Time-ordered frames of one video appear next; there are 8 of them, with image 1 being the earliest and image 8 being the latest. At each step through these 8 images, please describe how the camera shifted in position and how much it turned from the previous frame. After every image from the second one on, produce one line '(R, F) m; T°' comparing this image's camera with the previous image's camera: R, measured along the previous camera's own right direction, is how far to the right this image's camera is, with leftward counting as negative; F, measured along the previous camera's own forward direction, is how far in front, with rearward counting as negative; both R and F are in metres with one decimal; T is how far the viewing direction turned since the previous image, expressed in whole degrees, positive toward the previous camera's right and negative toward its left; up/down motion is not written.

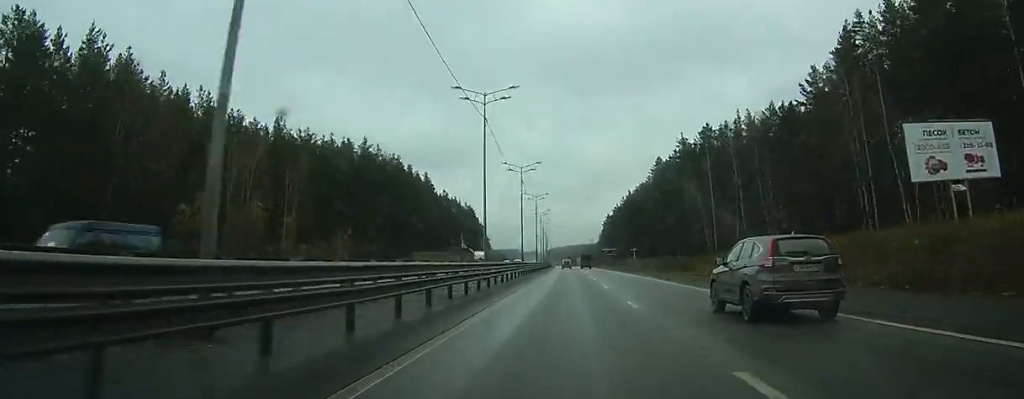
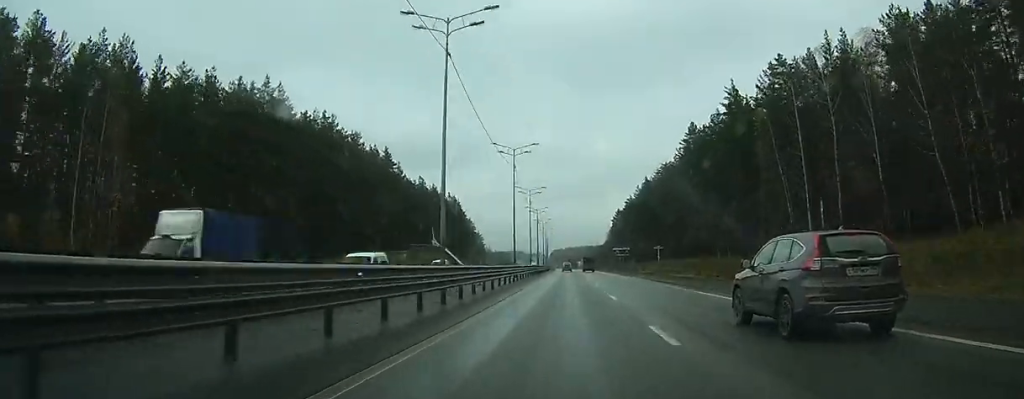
(0.0, +42.5) m; 0°
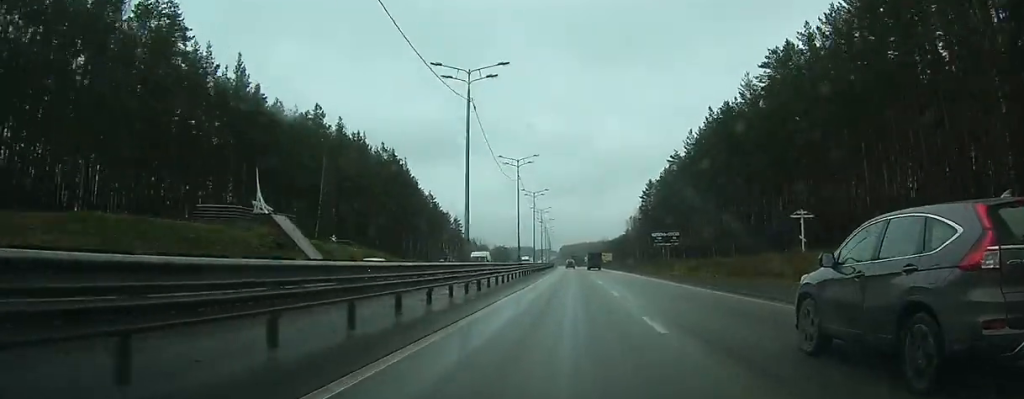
(-0.2, +82.9) m; -1°
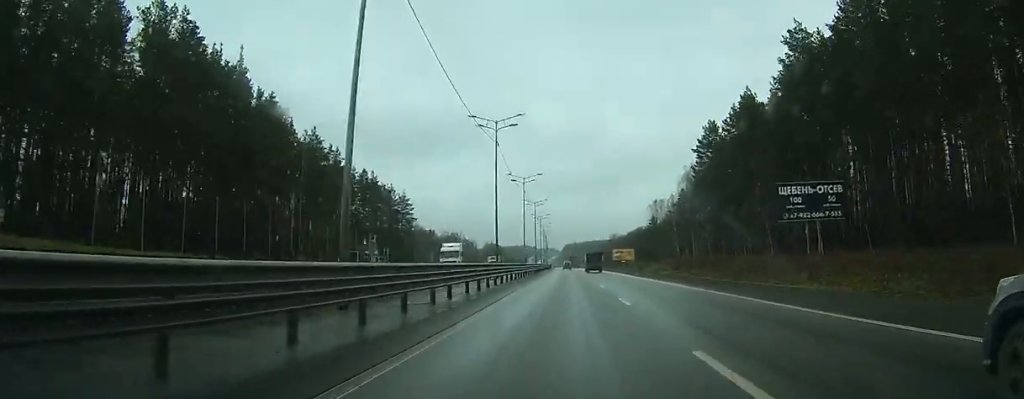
(-0.5, +77.2) m; 0°
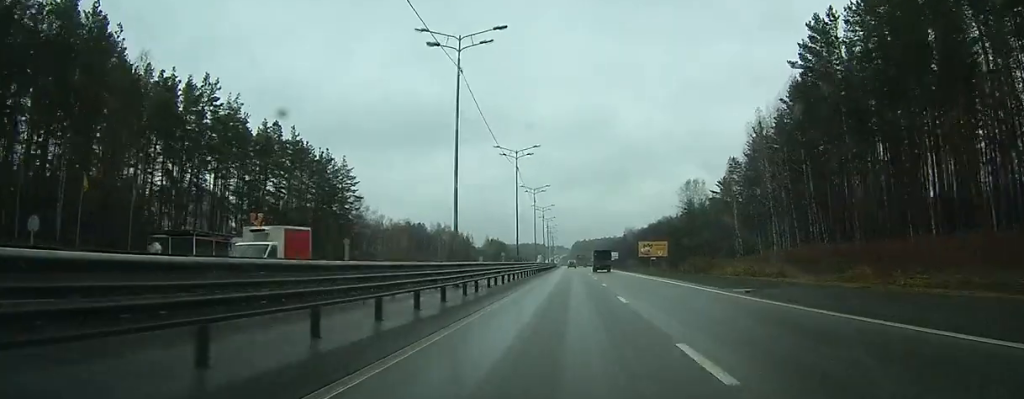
(0.0, +47.3) m; 0°
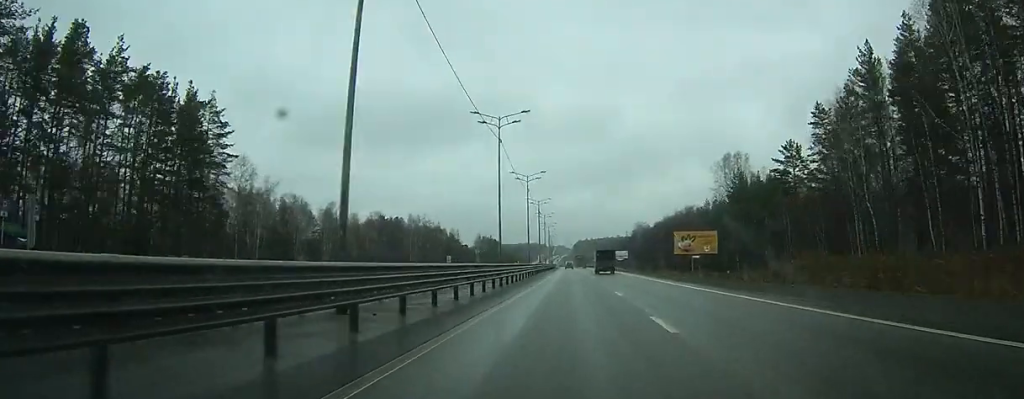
(0.0, +43.6) m; 0°
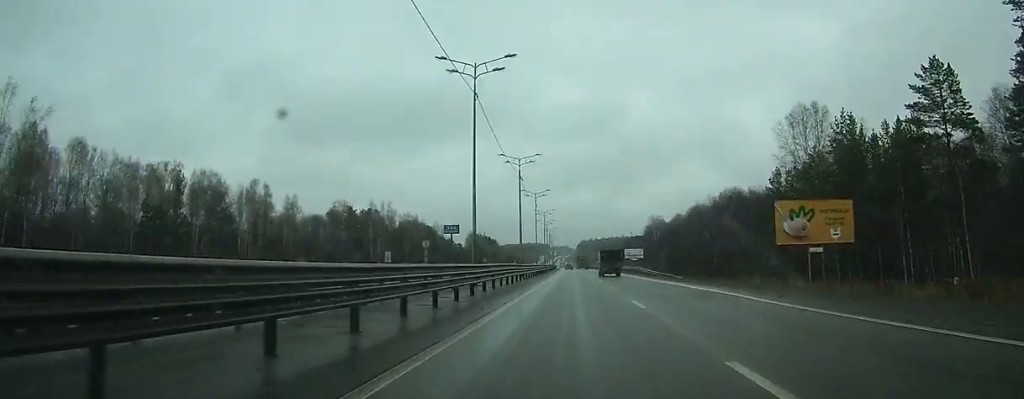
(0.0, +41.8) m; 0°
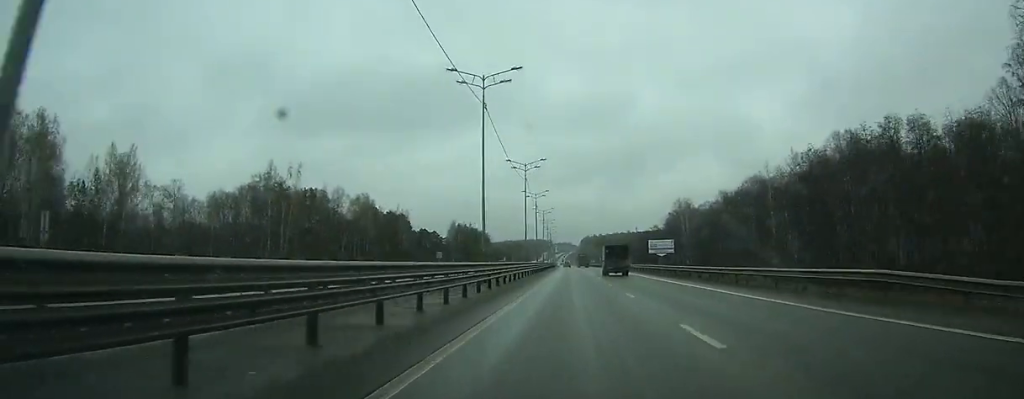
(-0.2, +55.4) m; 0°
